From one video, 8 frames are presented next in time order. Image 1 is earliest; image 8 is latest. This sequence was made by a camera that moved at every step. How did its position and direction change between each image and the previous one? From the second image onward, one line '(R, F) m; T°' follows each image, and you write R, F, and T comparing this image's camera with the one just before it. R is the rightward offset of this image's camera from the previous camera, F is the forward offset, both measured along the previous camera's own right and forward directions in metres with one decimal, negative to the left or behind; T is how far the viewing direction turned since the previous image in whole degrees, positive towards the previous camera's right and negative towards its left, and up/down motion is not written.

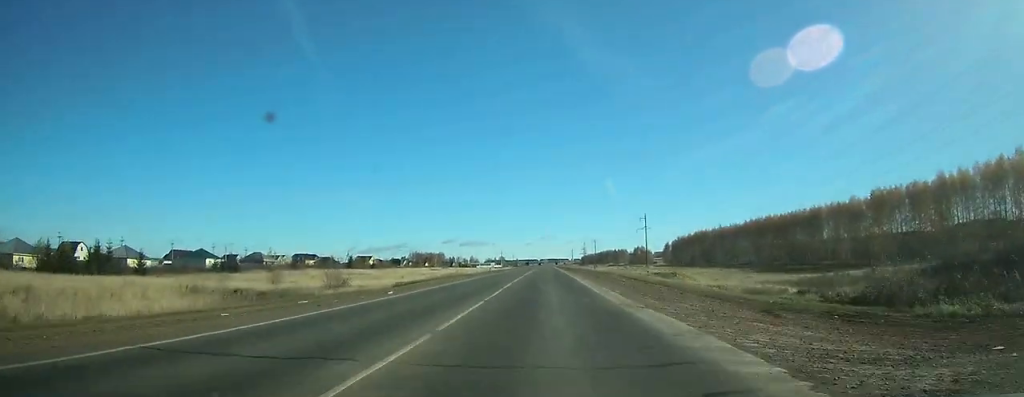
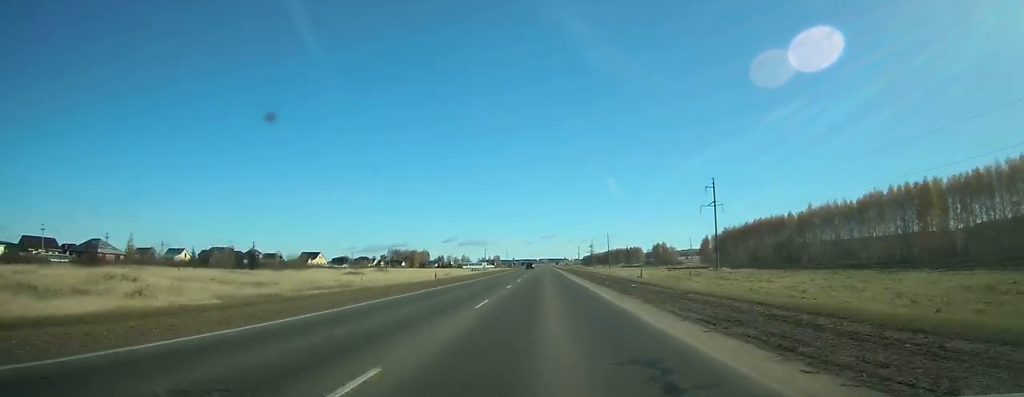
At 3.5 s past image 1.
(-0.8, +96.0) m; -1°
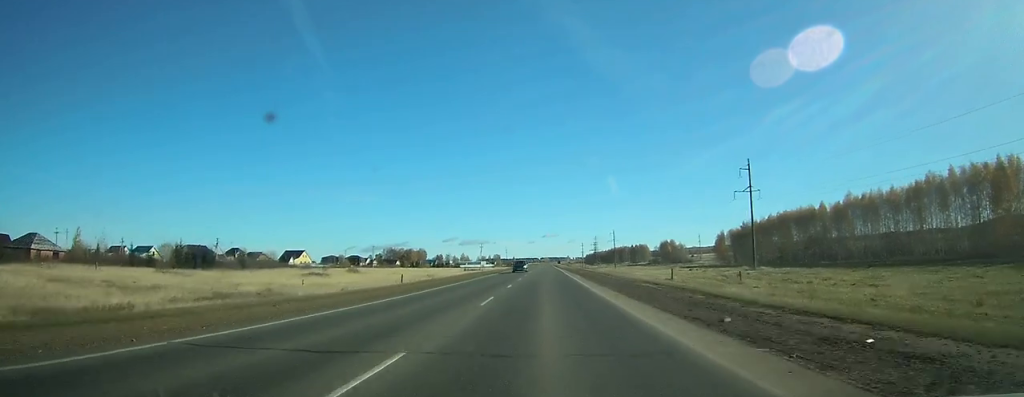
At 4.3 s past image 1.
(-0.1, +24.2) m; 0°
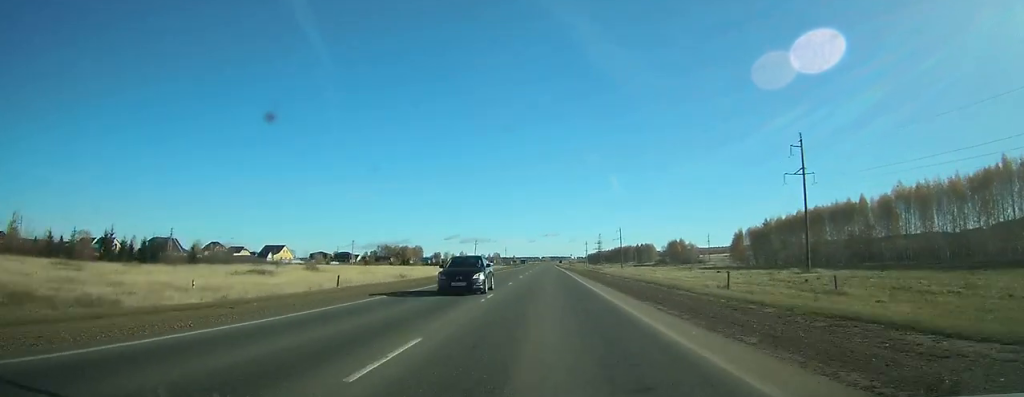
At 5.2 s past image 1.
(0.0, +25.1) m; 0°
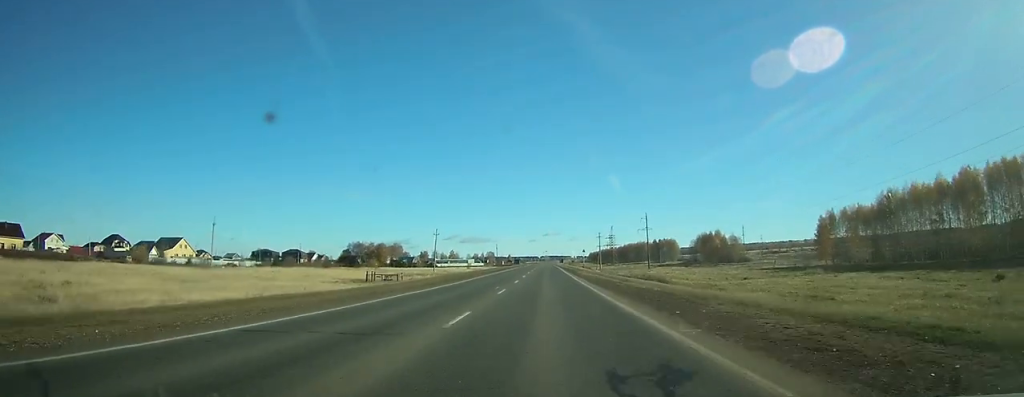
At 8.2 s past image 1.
(+0.3, +86.8) m; 0°
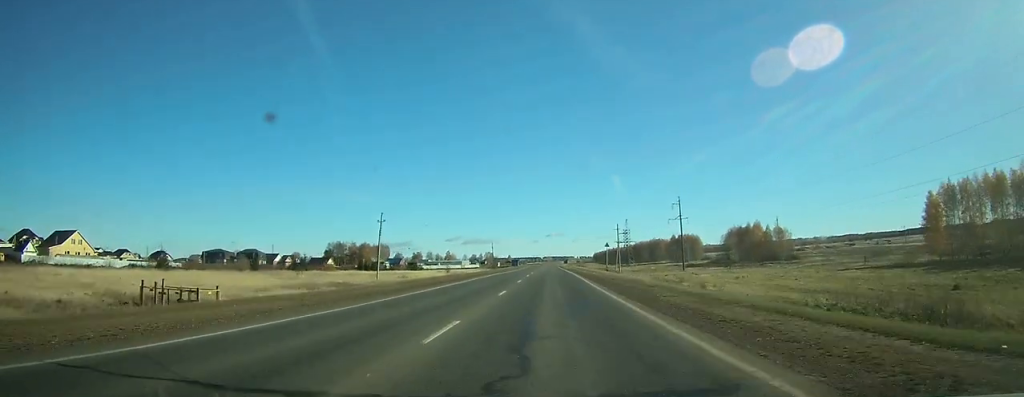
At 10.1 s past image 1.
(-0.2, +53.5) m; 0°
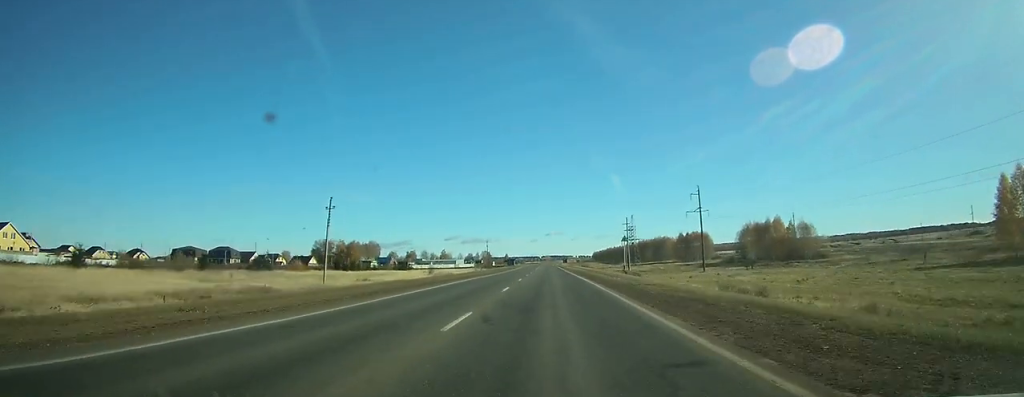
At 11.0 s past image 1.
(0.0, +23.5) m; 0°
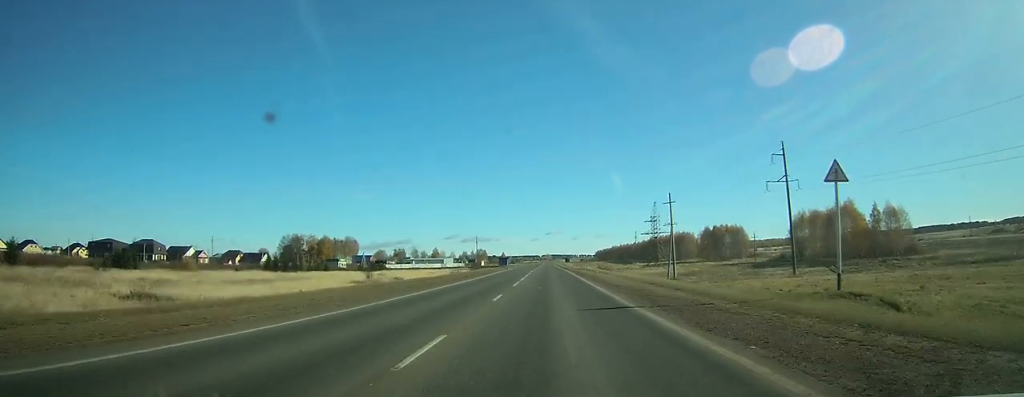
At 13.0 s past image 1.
(+0.2, +53.1) m; 0°
